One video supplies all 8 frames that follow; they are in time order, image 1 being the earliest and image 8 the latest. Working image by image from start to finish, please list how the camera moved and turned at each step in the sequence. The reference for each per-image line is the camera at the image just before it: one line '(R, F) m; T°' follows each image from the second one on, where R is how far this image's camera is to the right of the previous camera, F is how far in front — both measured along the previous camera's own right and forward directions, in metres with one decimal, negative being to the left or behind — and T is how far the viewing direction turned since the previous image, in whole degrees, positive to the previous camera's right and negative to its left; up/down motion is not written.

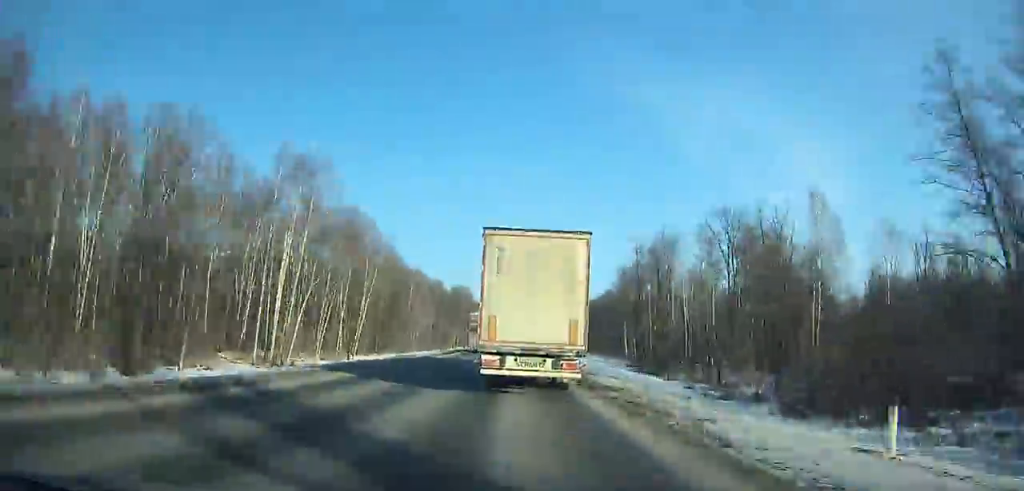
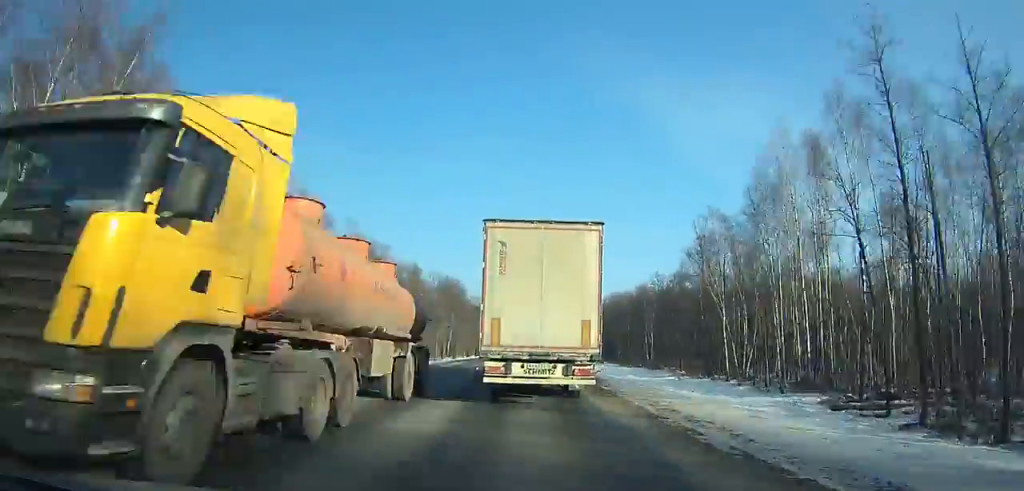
(-0.2, +47.2) m; -1°
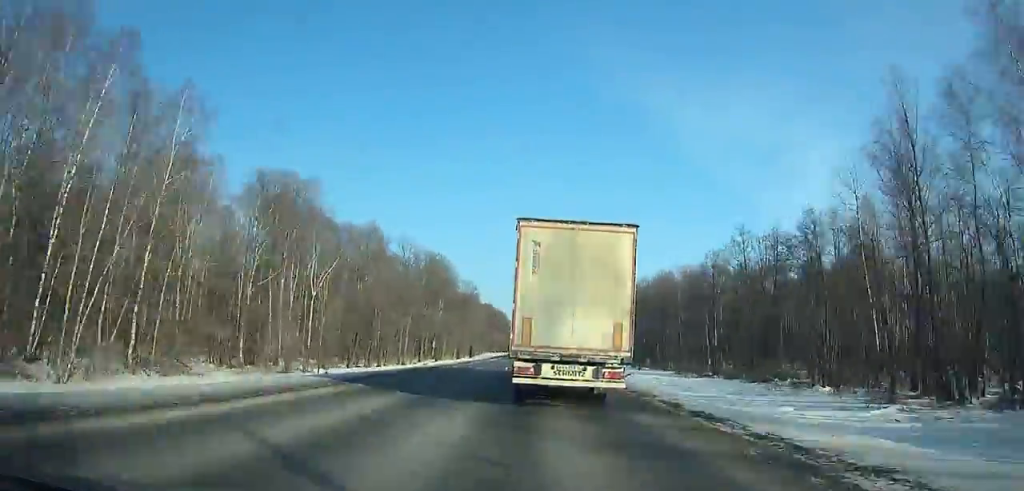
(-0.1, +39.3) m; -1°
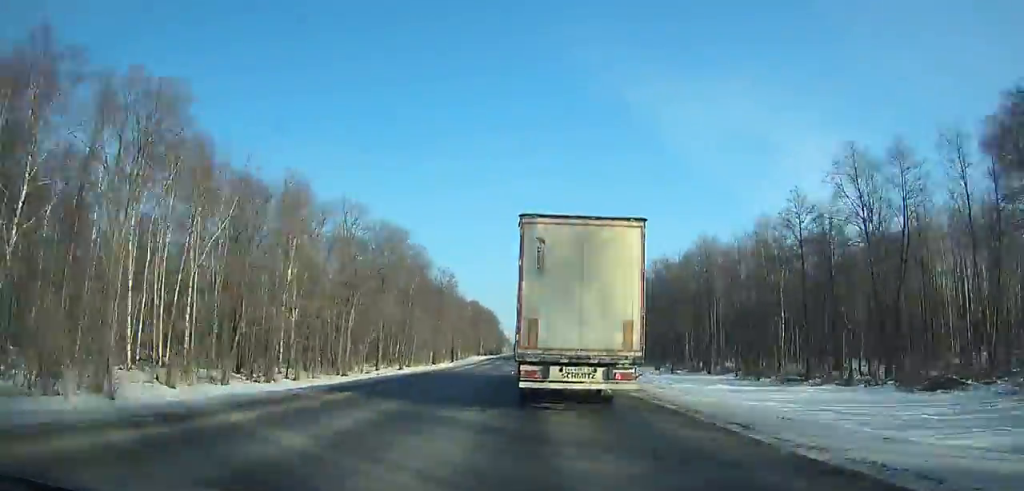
(0.0, +26.4) m; 0°
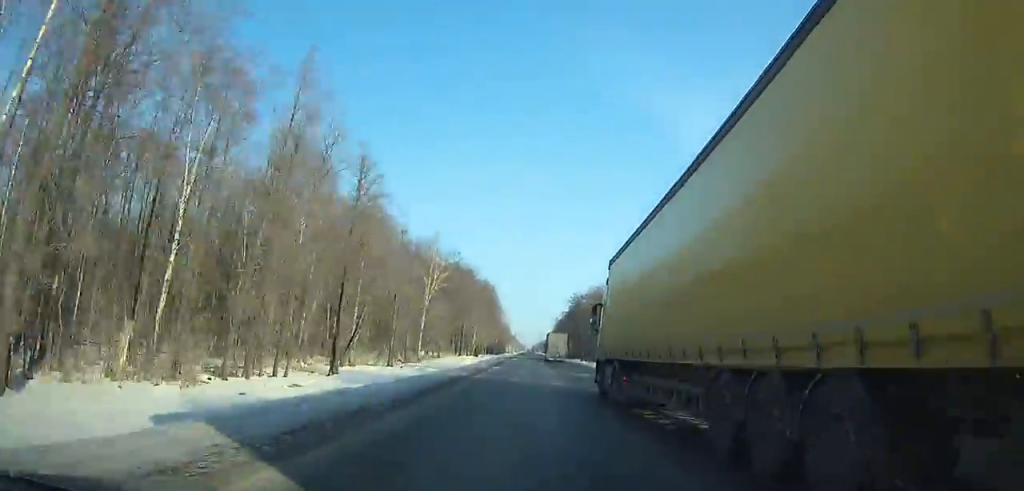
(0.0, +94.4) m; +1°
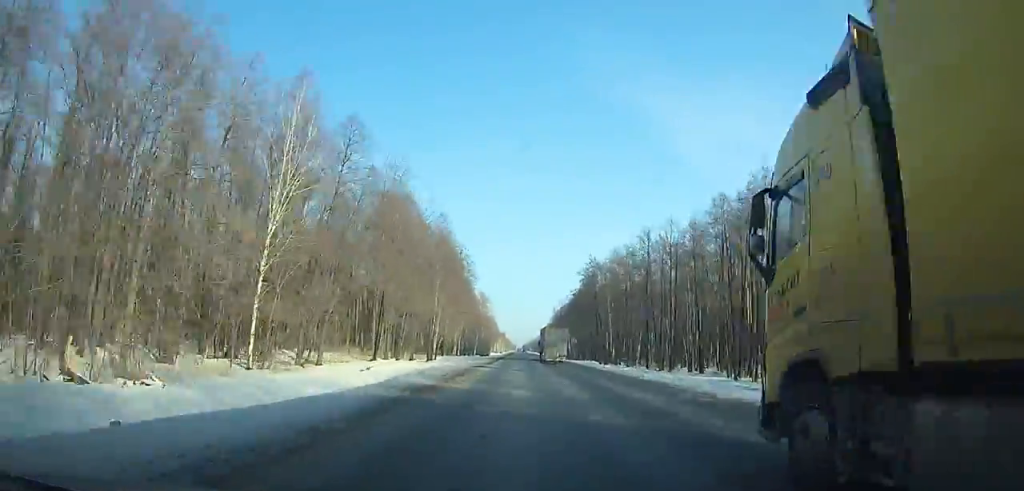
(+1.0, +55.9) m; +1°
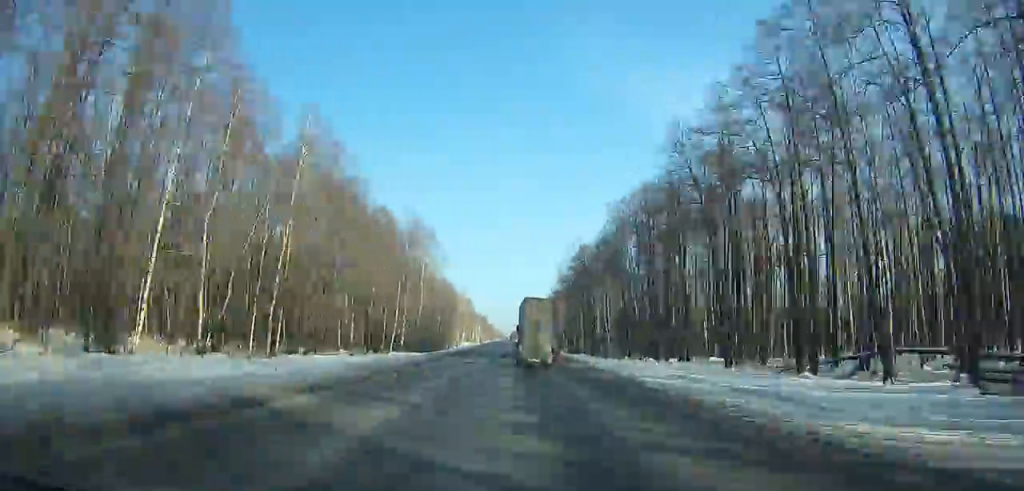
(+0.6, +96.1) m; 0°
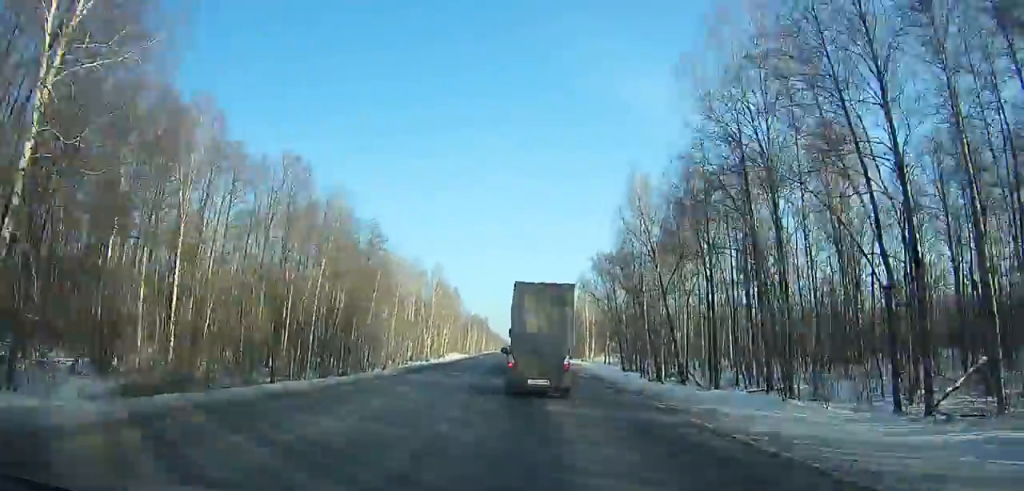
(+0.2, +81.8) m; 0°
